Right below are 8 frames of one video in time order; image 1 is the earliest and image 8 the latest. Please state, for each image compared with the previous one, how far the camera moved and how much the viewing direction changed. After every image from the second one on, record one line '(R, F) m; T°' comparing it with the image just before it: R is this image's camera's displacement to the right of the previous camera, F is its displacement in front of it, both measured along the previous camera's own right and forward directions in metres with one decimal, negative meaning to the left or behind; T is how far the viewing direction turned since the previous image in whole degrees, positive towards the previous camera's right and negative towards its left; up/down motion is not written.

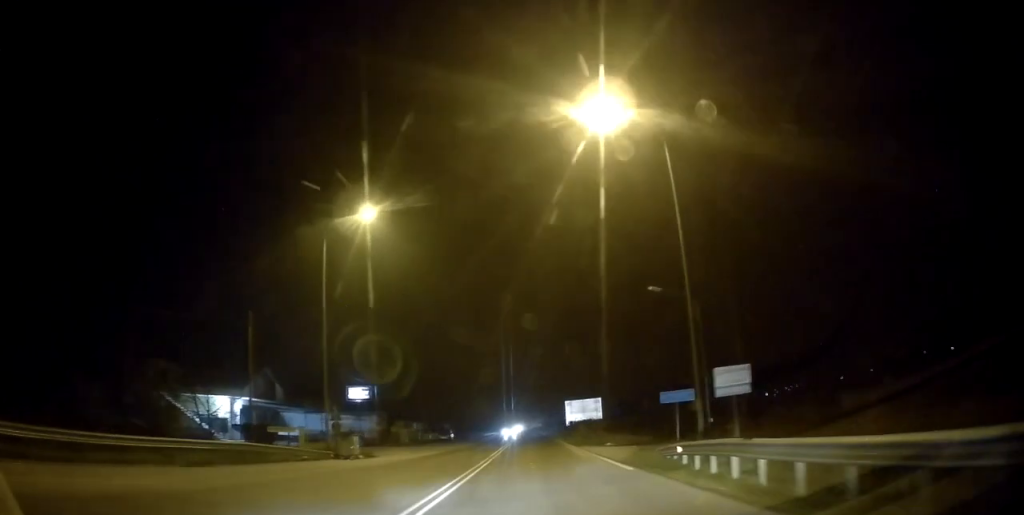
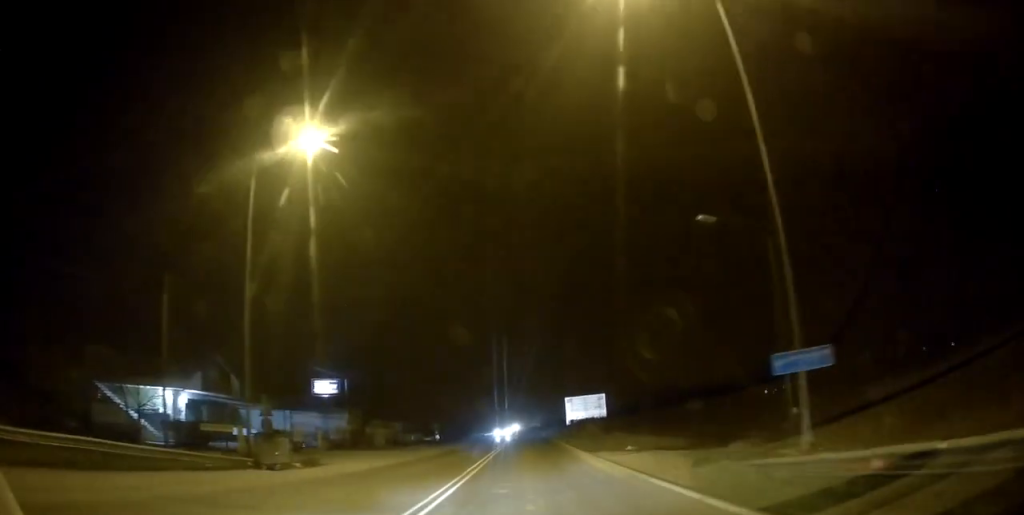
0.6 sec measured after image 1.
(0.0, +8.7) m; 0°
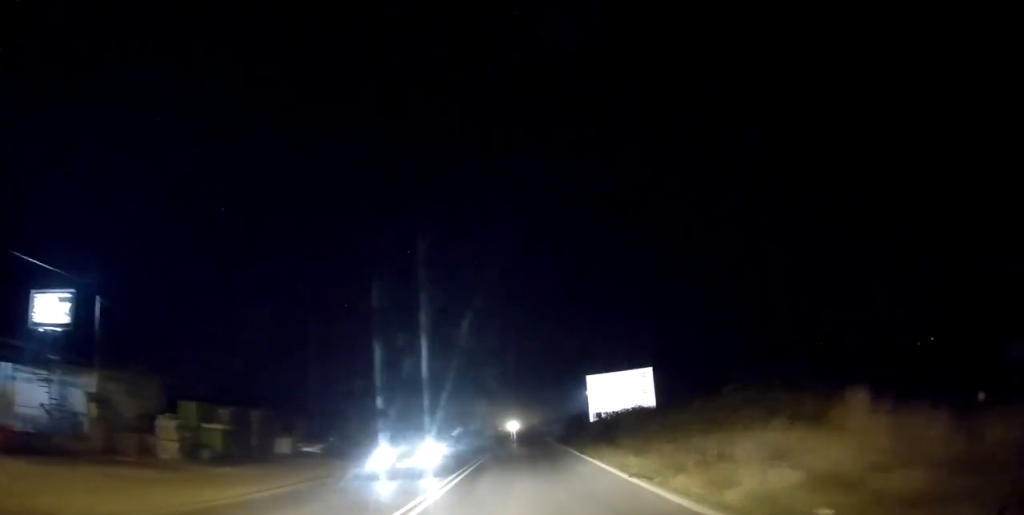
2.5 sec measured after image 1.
(-0.2, +31.6) m; -1°
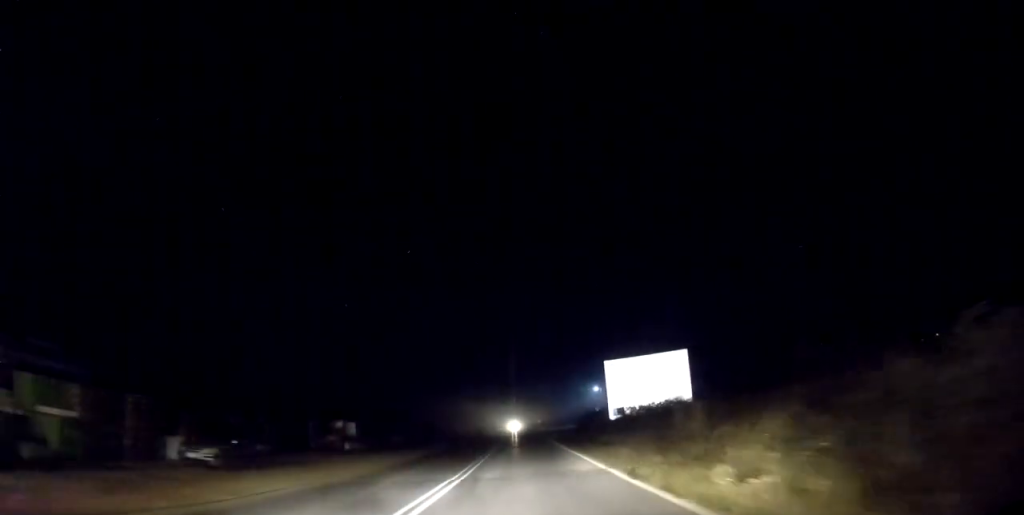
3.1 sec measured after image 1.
(-0.1, +10.3) m; 0°
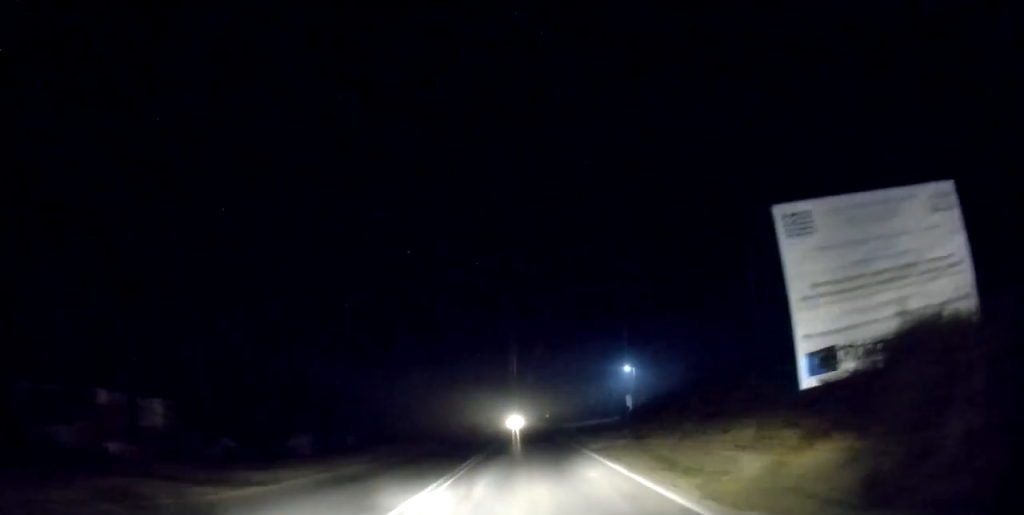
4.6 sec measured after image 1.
(+0.3, +25.0) m; +2°
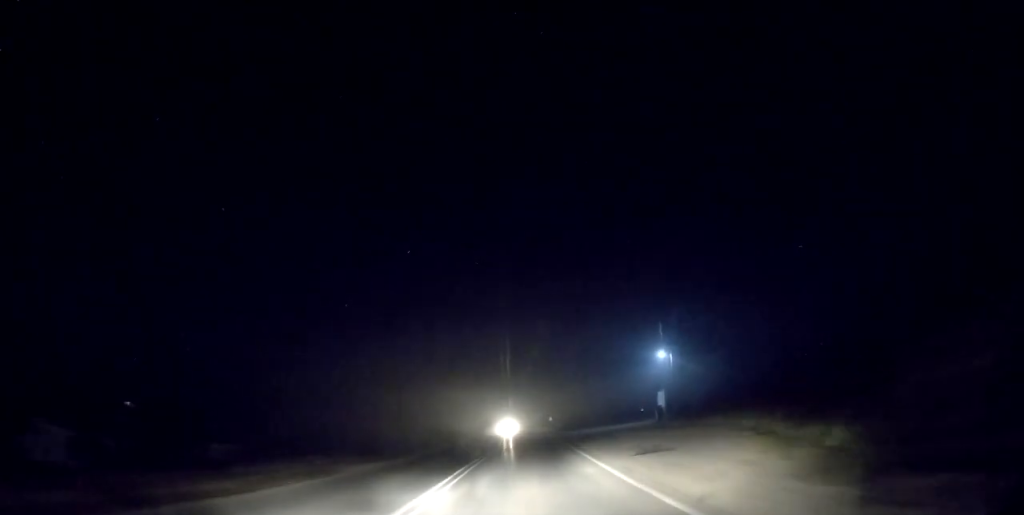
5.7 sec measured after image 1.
(+0.3, +17.9) m; 0°
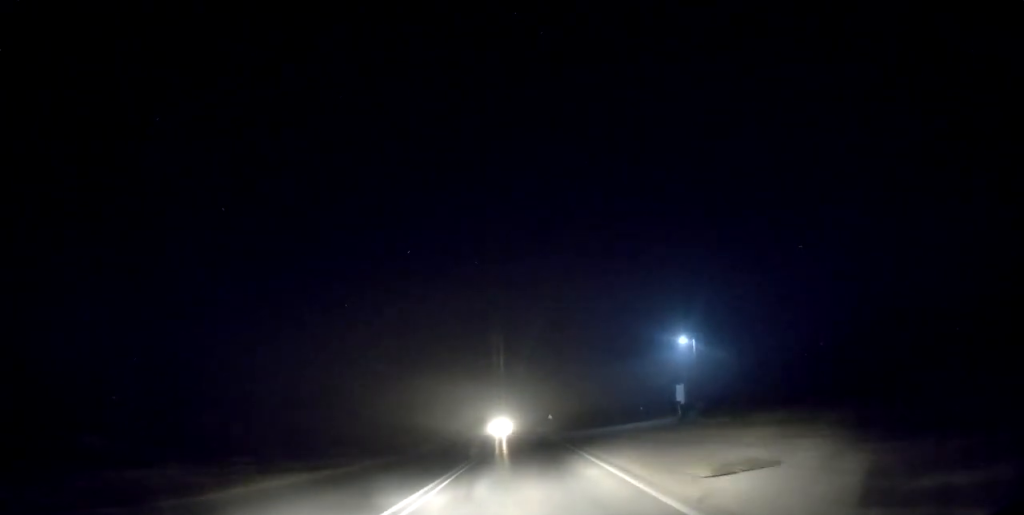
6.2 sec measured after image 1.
(+0.2, +7.6) m; -1°
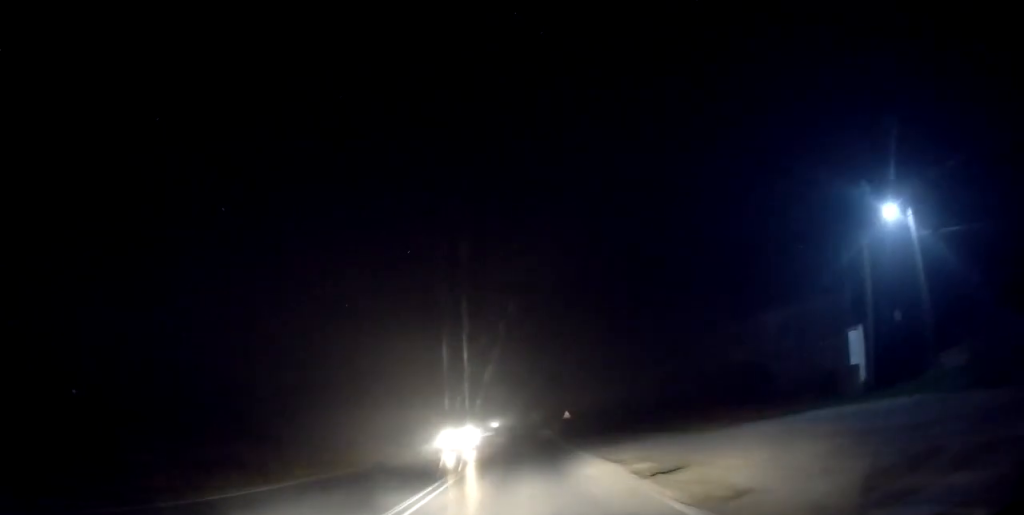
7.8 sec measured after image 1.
(-0.5, +25.6) m; 0°
